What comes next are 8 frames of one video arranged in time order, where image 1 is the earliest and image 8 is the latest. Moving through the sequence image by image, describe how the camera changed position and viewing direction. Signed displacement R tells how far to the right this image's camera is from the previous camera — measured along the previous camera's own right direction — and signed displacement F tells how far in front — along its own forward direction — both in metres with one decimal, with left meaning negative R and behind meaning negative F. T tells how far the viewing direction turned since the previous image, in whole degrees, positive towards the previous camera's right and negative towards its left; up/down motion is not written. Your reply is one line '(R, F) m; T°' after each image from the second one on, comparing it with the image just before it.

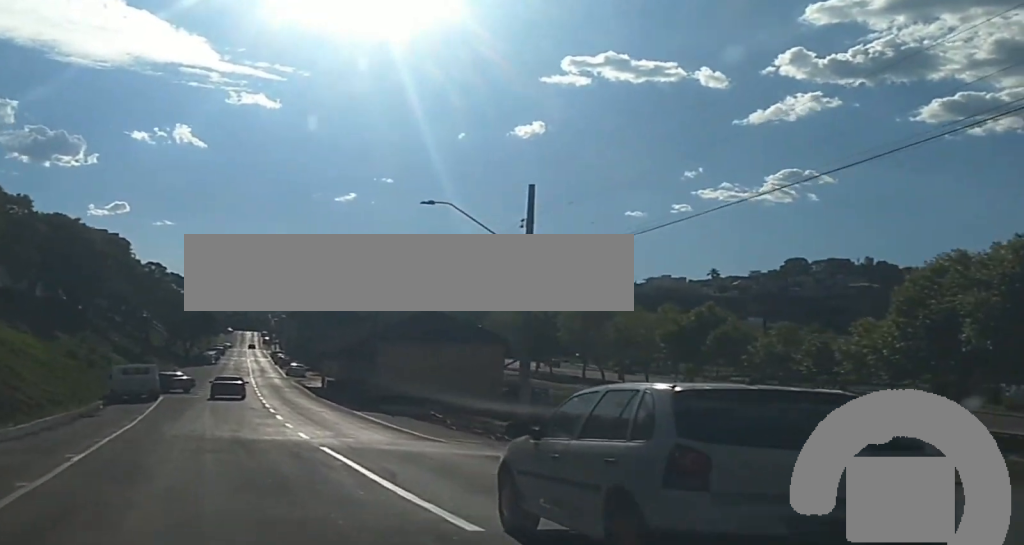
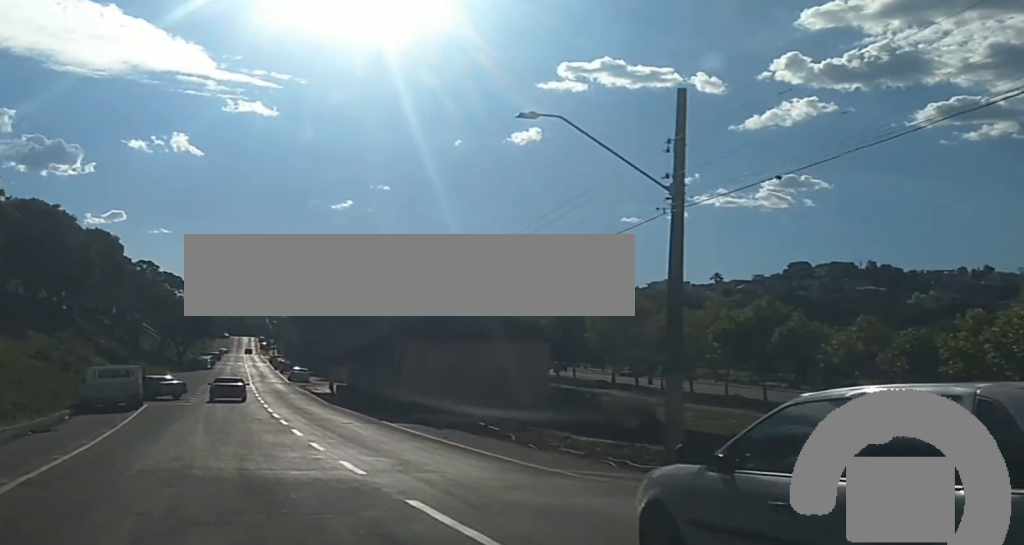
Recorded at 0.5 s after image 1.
(0.0, +11.2) m; +1°
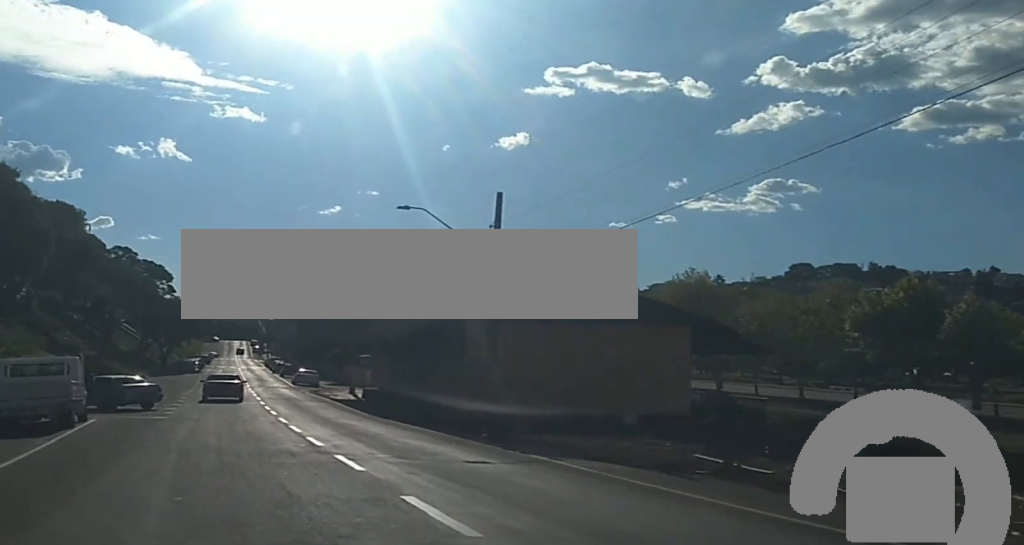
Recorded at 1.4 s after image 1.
(+0.1, +19.2) m; +1°
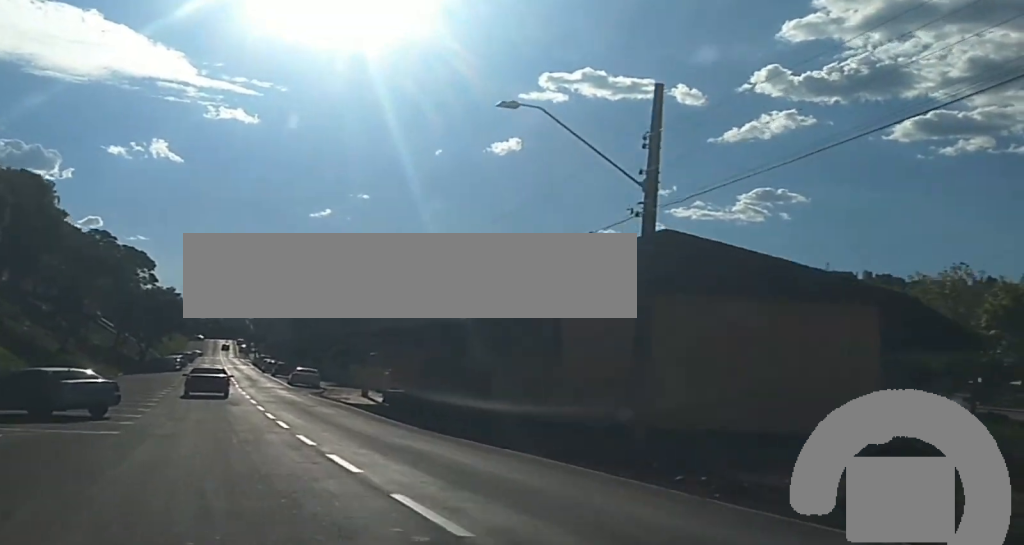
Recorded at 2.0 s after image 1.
(+0.1, +12.3) m; +1°
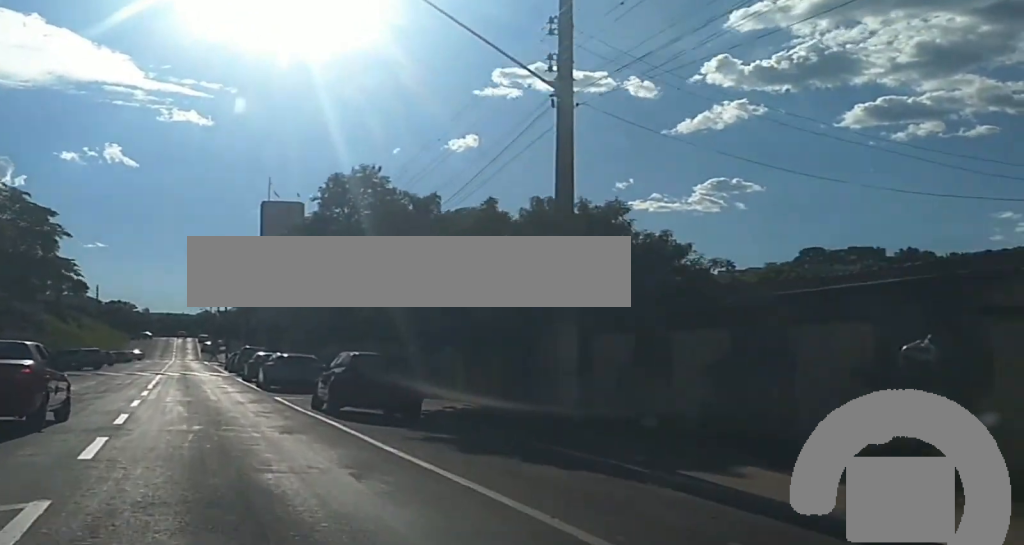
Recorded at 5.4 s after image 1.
(+0.4, +65.5) m; -2°
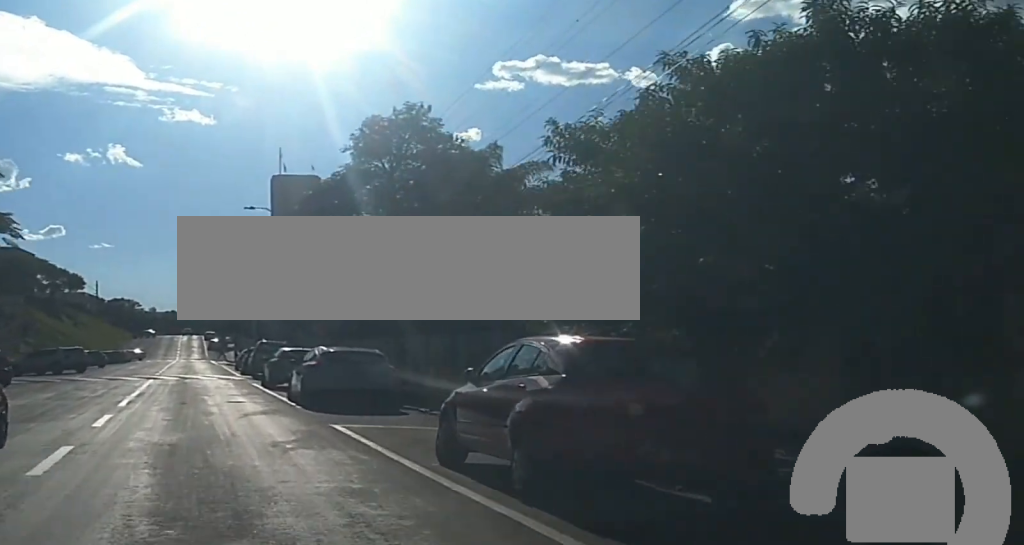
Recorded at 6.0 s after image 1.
(-0.2, +9.6) m; -3°
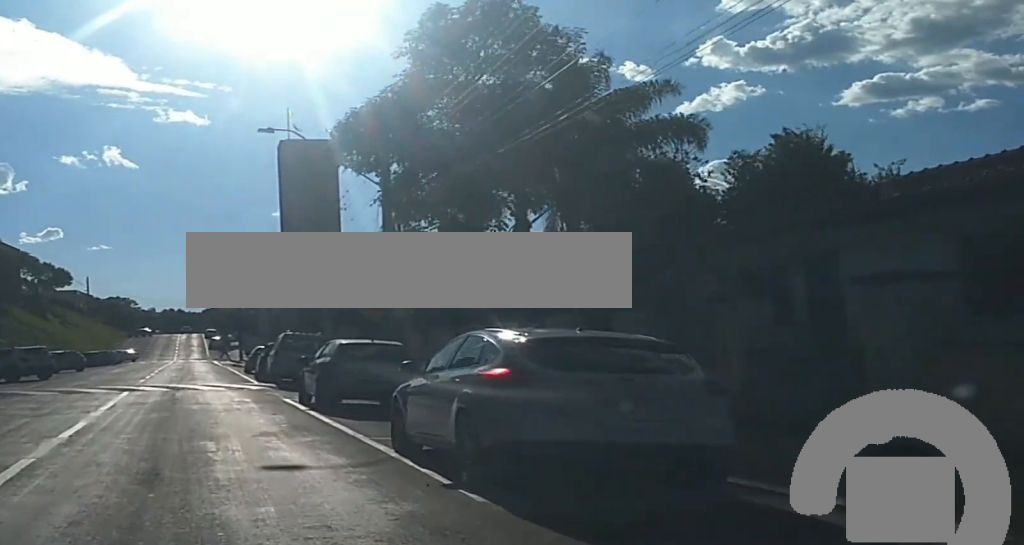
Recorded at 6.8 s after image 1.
(-0.3, +8.8) m; -1°
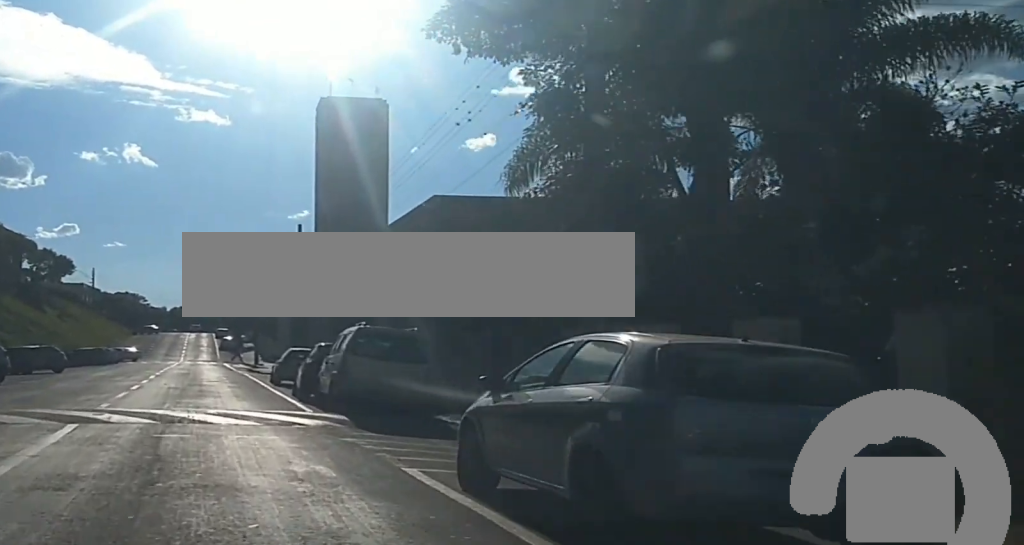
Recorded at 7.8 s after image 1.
(+0.1, +7.9) m; -1°
